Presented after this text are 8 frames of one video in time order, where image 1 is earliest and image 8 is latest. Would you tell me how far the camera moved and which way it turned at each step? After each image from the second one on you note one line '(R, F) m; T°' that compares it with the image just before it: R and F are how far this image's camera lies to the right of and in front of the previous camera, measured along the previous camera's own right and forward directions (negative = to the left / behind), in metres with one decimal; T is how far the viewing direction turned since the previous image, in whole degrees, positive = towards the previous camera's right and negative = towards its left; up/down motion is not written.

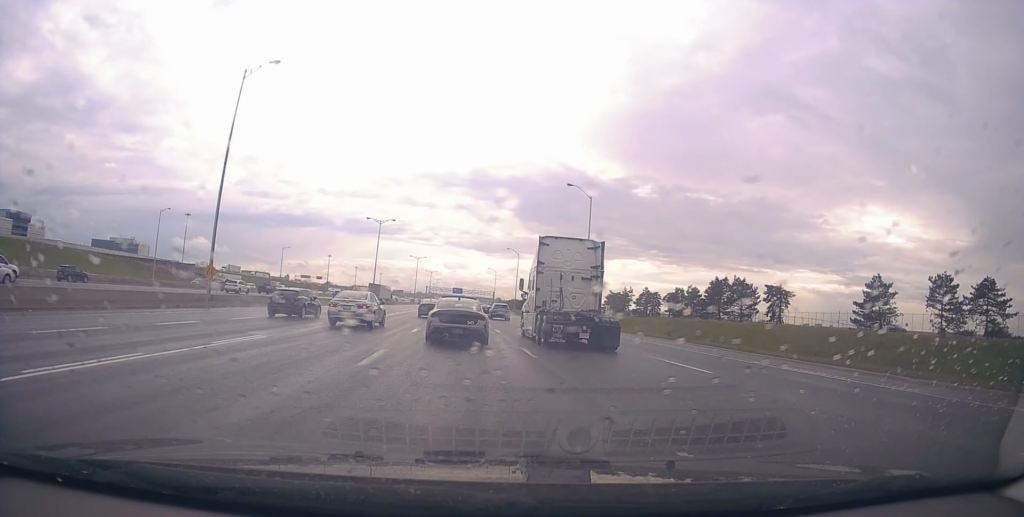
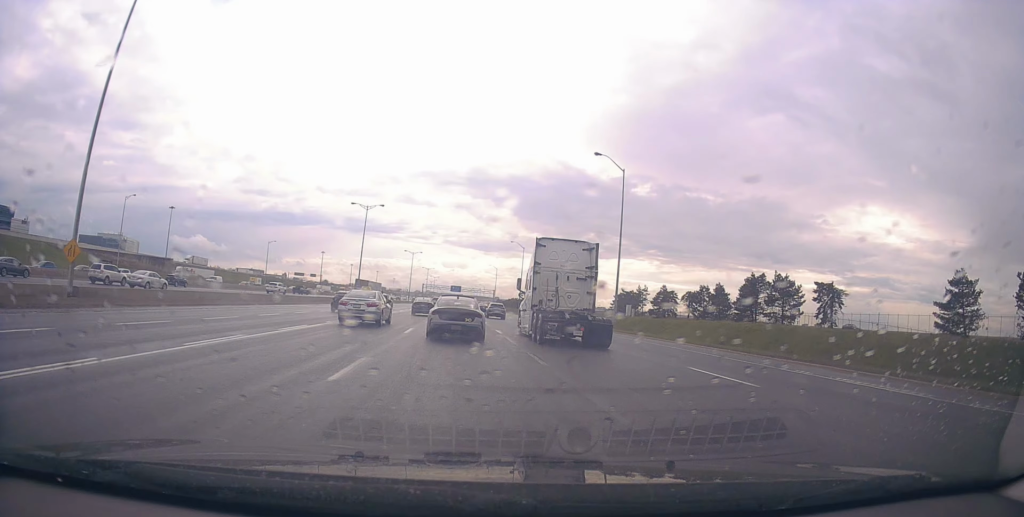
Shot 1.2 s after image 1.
(-0.3, +14.6) m; +1°
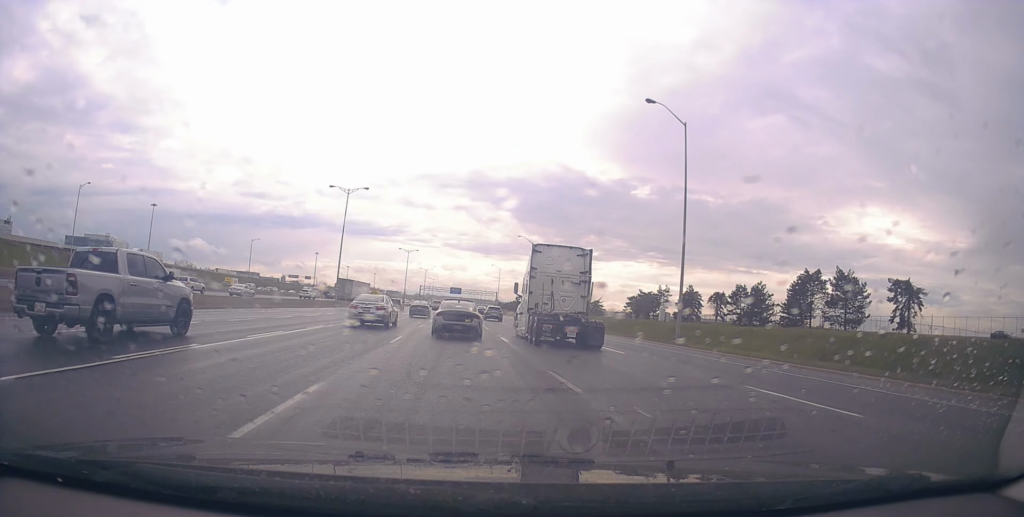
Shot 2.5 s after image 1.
(+0.8, +16.3) m; 0°
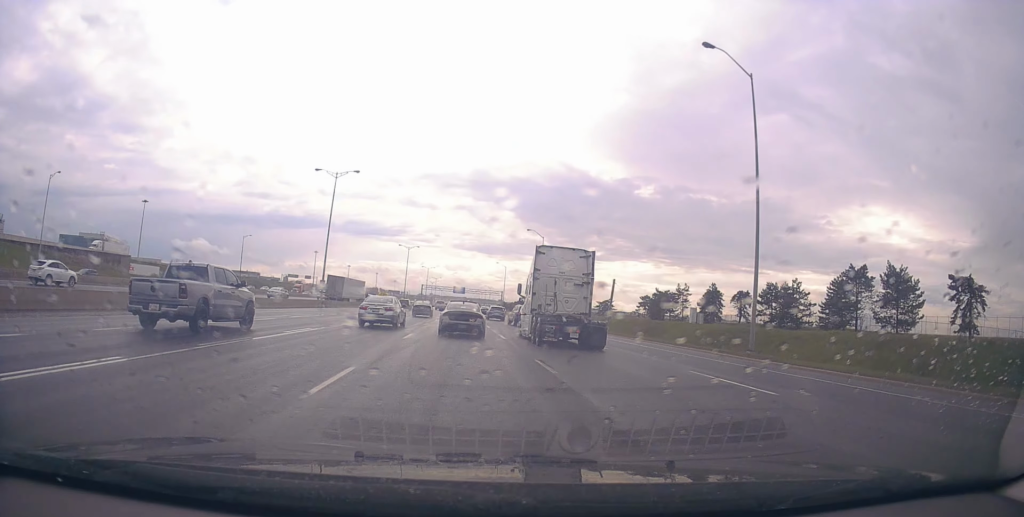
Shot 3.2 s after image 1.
(-0.6, +9.5) m; -3°
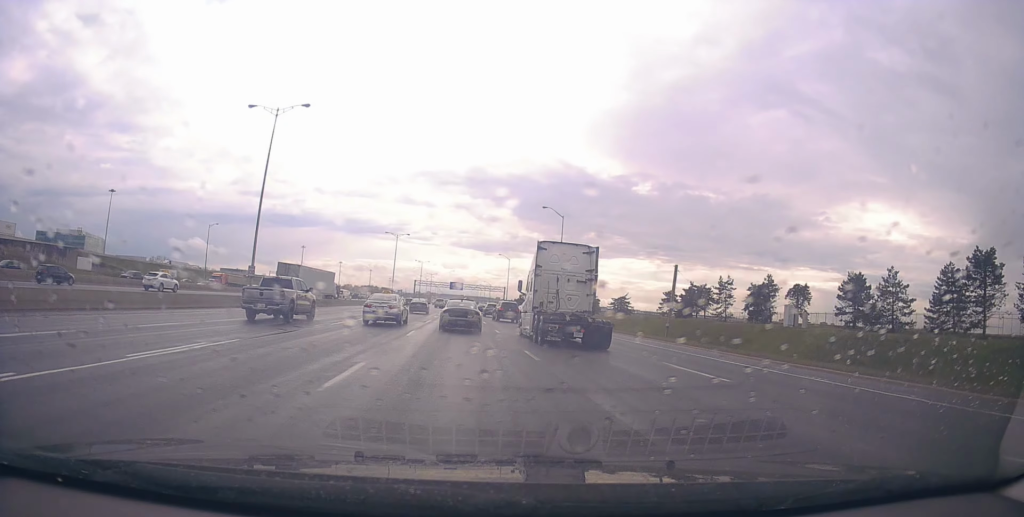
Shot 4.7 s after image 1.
(0.0, +21.4) m; +1°
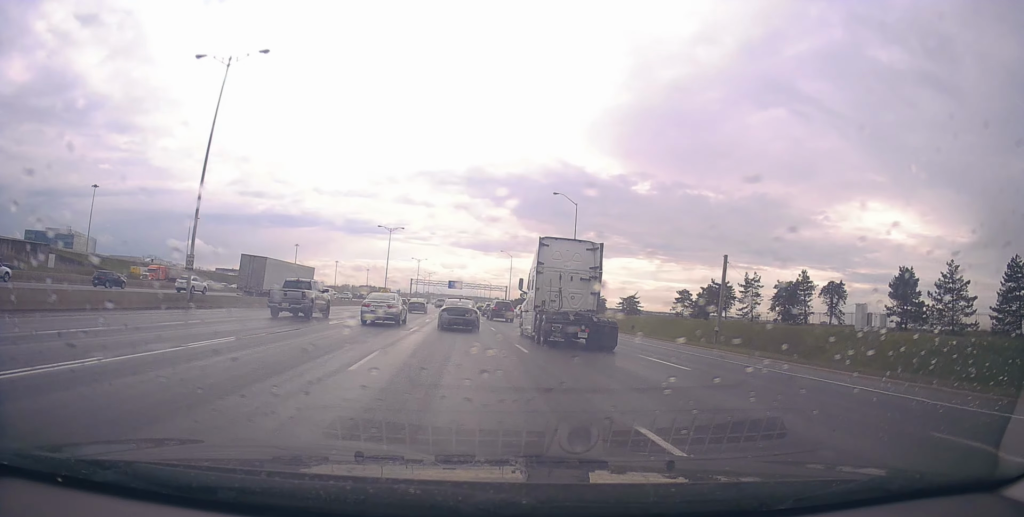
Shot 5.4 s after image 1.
(+0.3, +9.7) m; 0°
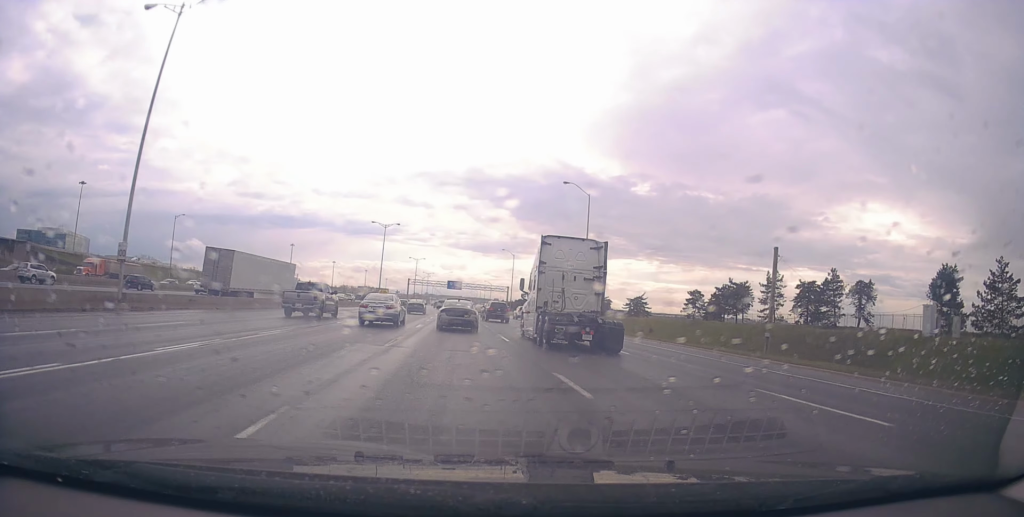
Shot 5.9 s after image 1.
(-0.1, +7.9) m; -1°
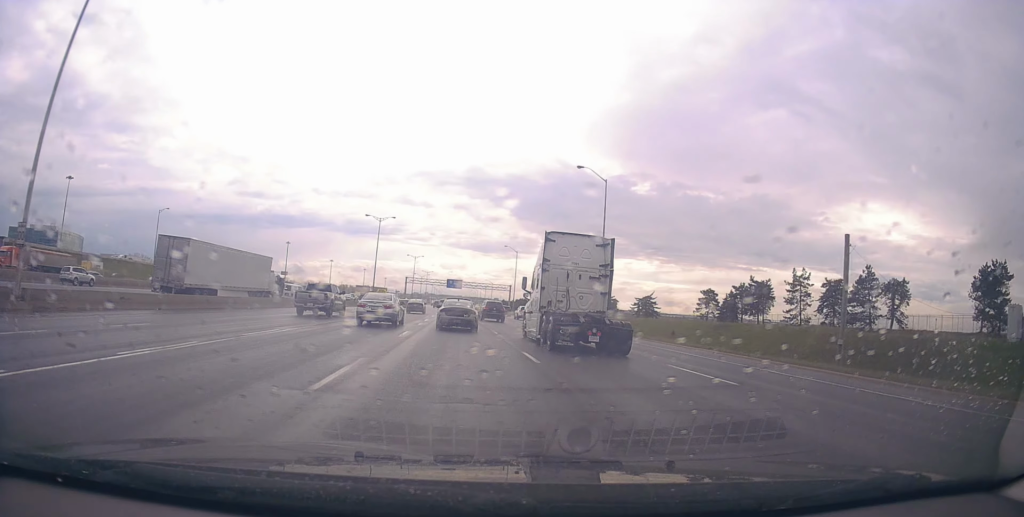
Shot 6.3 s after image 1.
(-0.1, +7.7) m; -1°
